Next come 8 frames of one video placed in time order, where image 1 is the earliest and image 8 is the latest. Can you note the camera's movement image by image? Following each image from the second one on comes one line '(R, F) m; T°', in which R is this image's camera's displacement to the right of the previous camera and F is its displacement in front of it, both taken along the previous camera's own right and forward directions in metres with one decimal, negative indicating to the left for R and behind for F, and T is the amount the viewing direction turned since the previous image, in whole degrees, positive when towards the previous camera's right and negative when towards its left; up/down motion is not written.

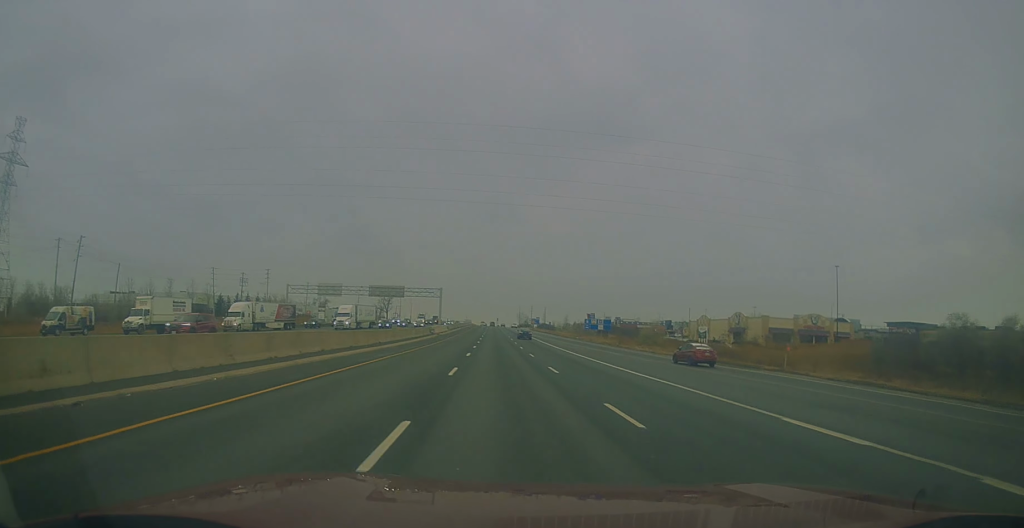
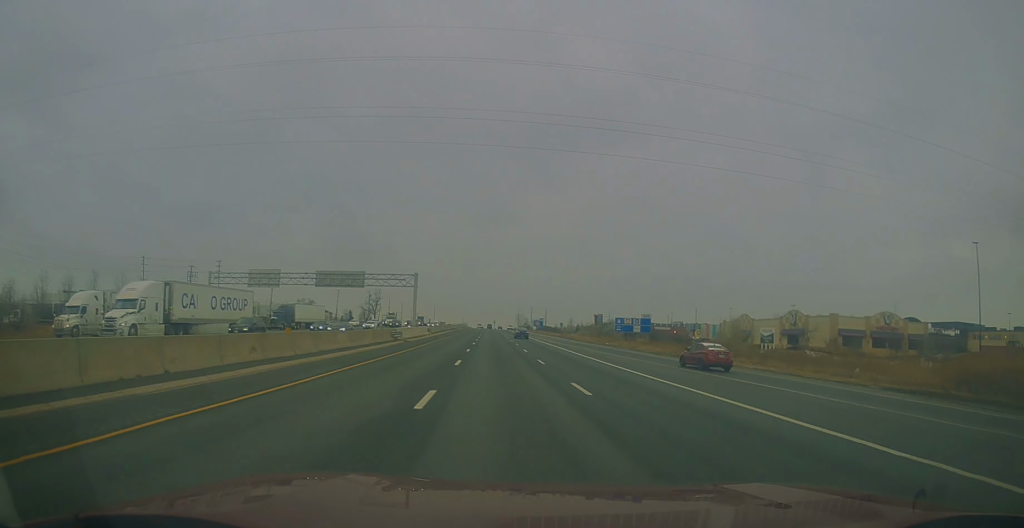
(+0.5, +31.6) m; -1°
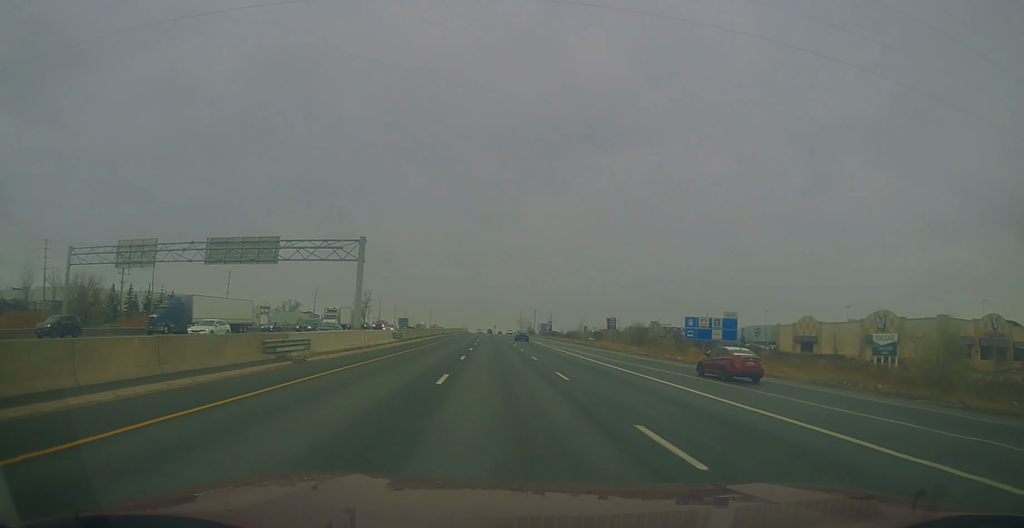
(-1.0, +31.7) m; 0°
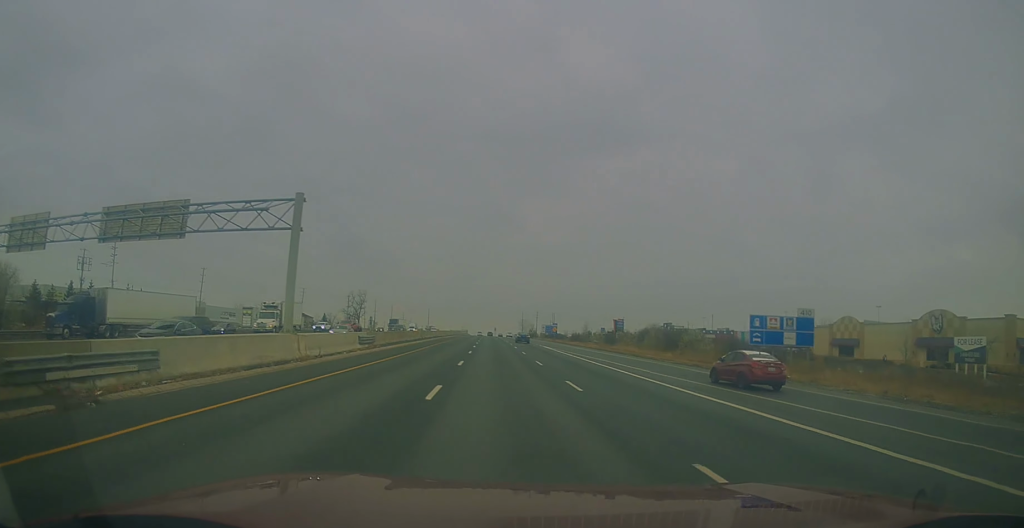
(+0.4, +14.7) m; 0°
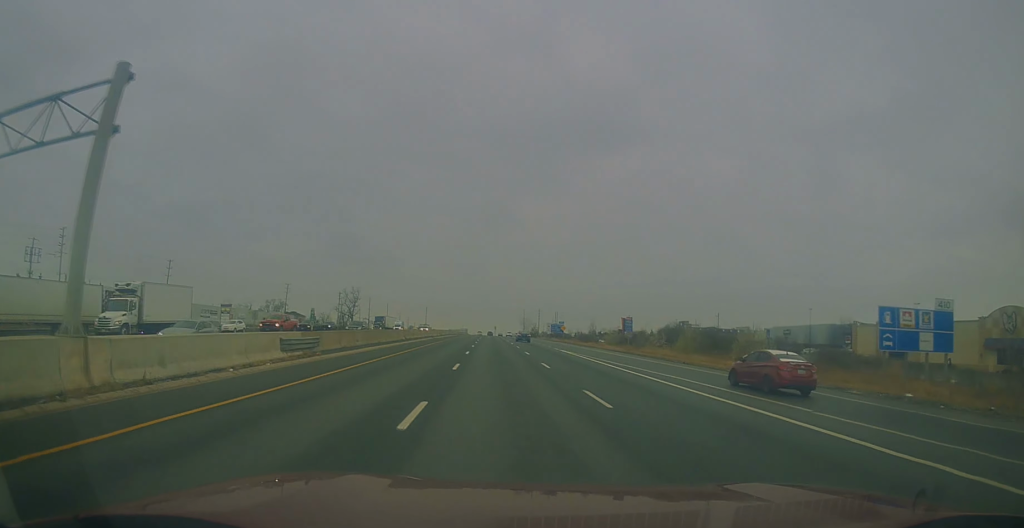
(+0.3, +15.8) m; 0°
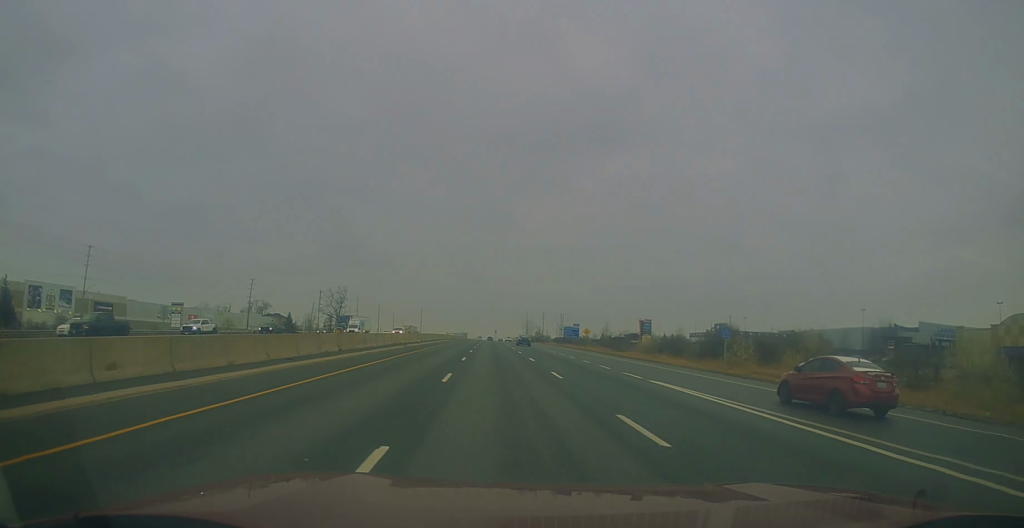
(-0.3, +28.4) m; 0°
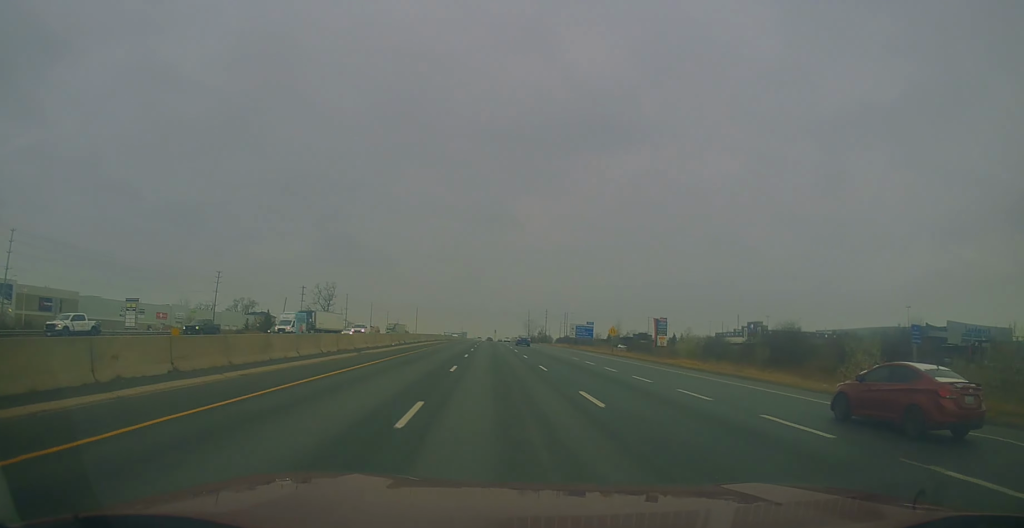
(+0.2, +20.0) m; 0°
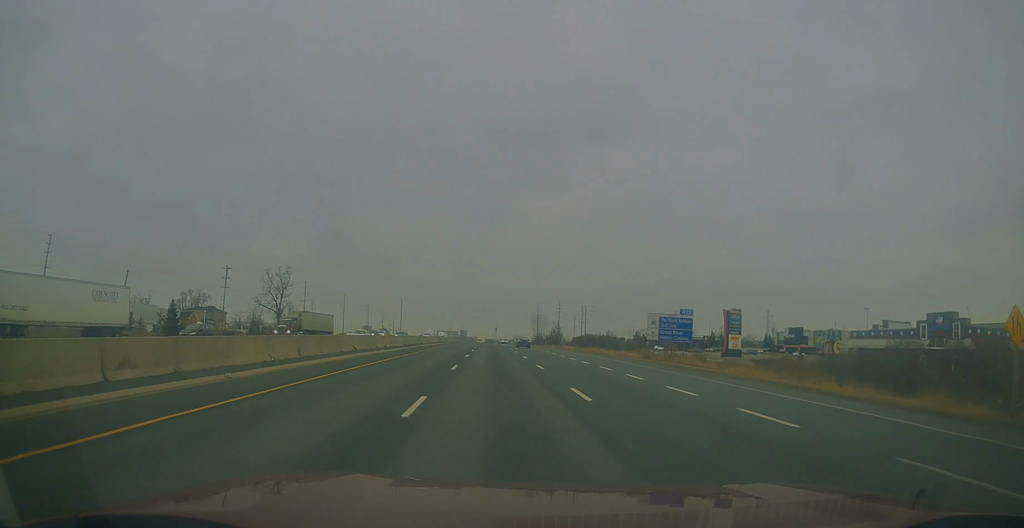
(-0.7, +59.9) m; -1°
